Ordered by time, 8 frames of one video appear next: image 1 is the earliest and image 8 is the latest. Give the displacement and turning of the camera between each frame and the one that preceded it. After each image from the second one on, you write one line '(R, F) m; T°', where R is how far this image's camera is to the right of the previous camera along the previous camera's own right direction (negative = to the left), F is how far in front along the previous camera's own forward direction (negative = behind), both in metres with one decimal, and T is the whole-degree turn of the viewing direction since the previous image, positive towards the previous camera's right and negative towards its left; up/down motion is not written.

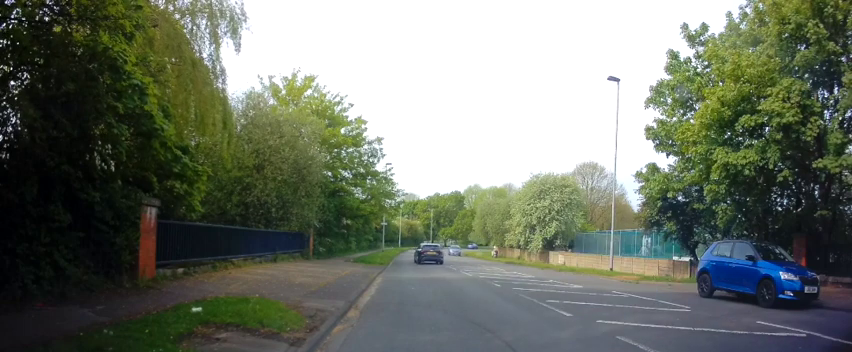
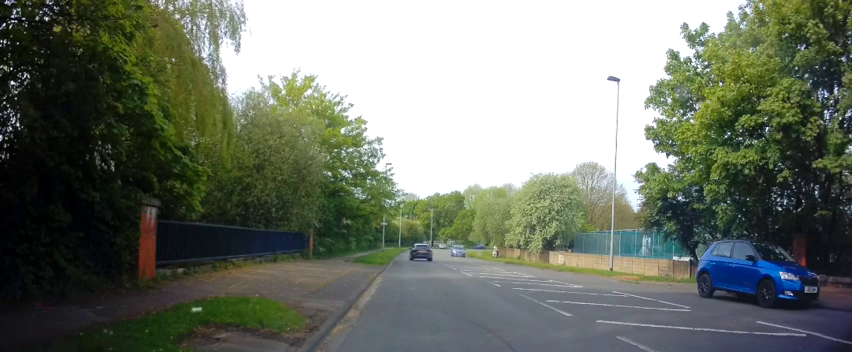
(0.0, 0.0) m; 0°
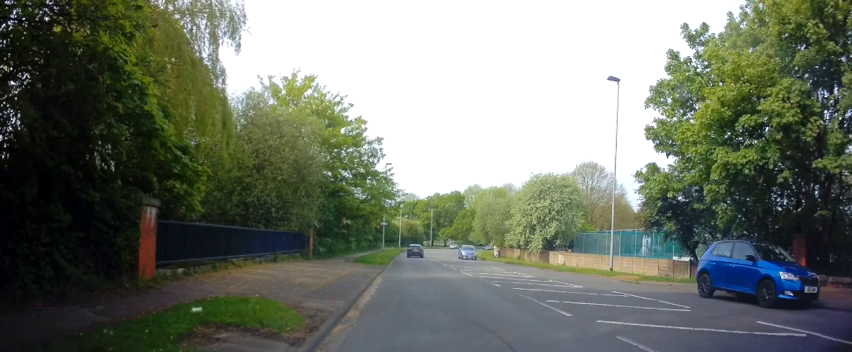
(0.0, 0.0) m; 0°
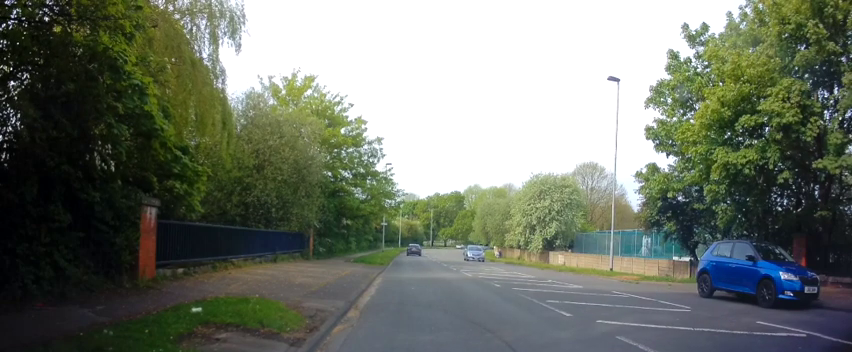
(0.0, 0.0) m; 0°
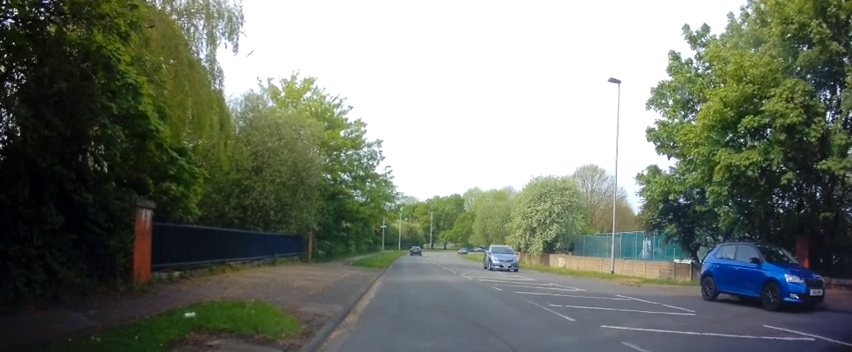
(0.0, +0.2) m; 0°
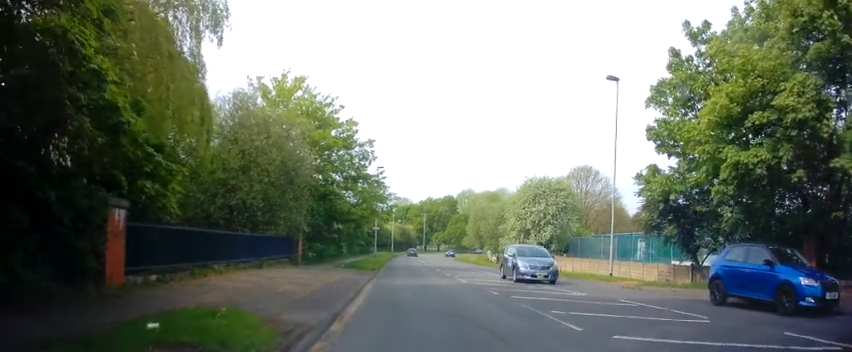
(0.0, +0.5) m; 0°
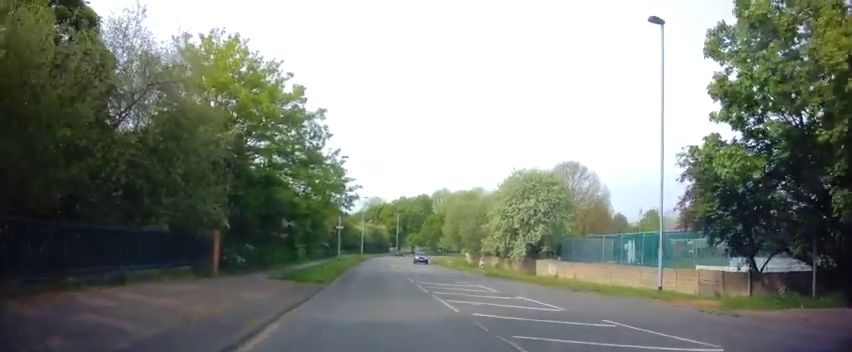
(0.0, +5.9) m; -1°
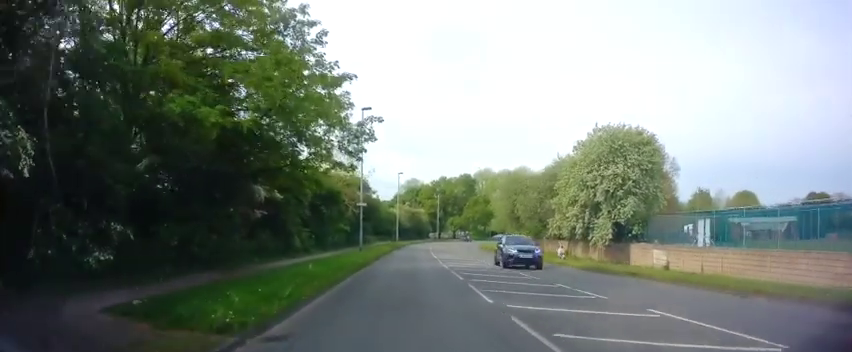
(-0.4, +11.6) m; -2°
